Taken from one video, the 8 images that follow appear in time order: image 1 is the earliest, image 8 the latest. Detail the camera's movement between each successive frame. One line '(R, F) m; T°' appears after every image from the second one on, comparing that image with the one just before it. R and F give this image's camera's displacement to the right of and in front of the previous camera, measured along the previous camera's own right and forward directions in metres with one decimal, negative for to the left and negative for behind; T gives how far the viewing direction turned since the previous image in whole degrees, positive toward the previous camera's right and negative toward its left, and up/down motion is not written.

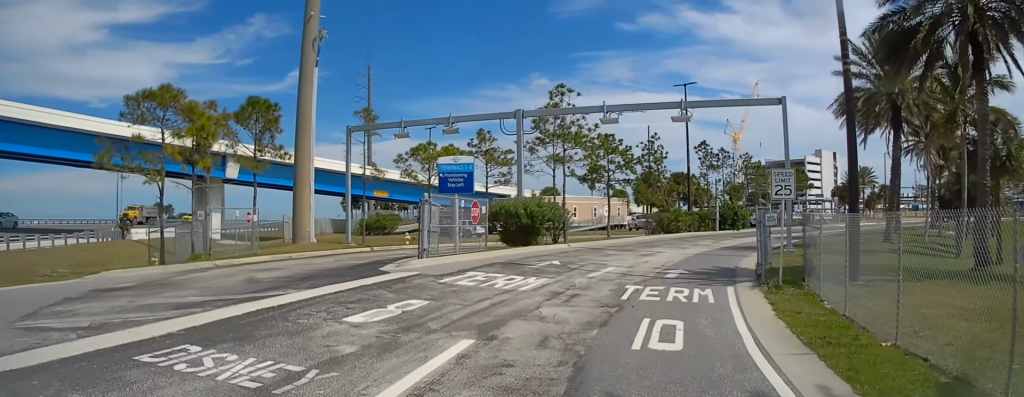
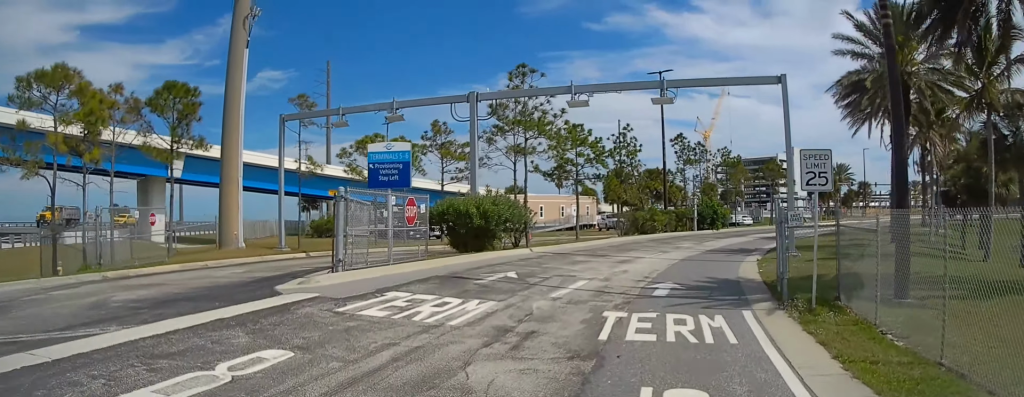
(+0.7, +3.6) m; +7°
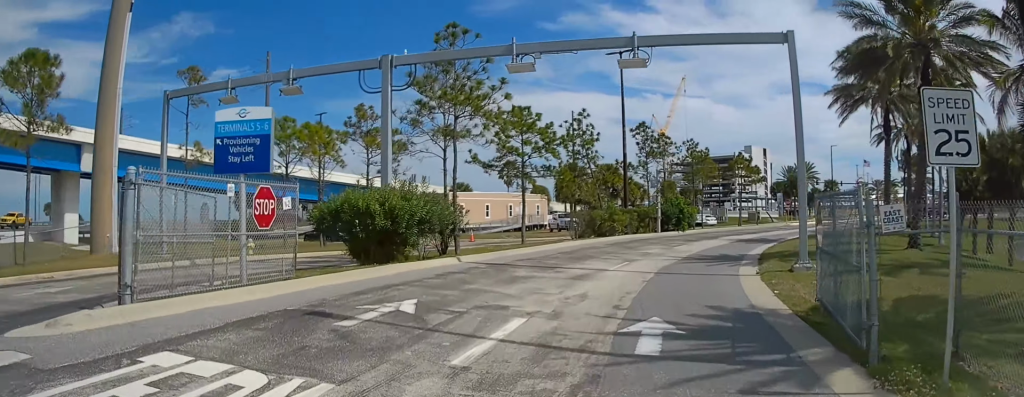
(+1.0, +5.3) m; +9°
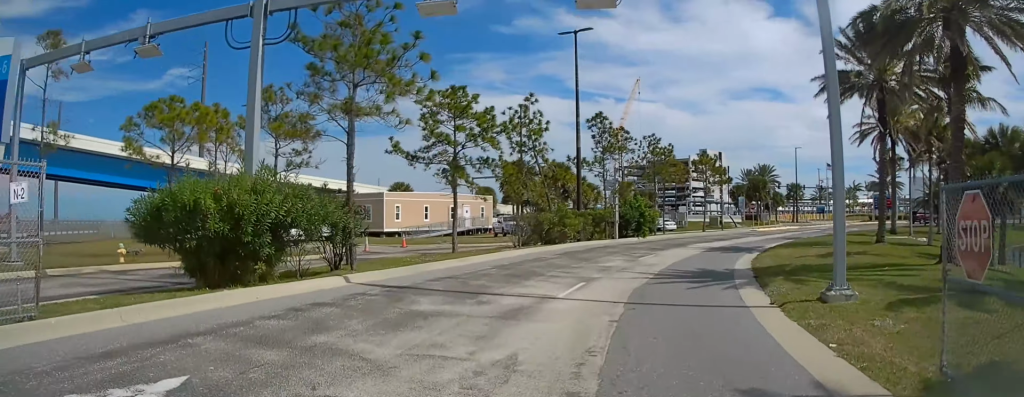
(+0.2, +5.3) m; +4°
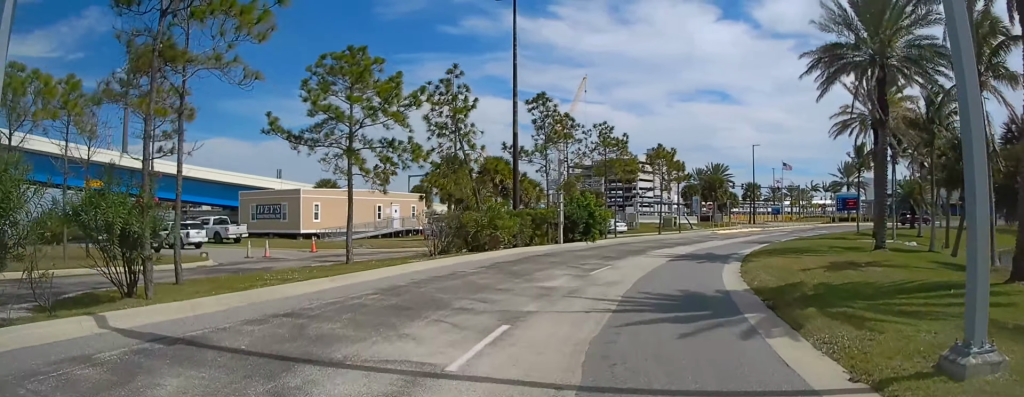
(-0.1, +6.0) m; +3°
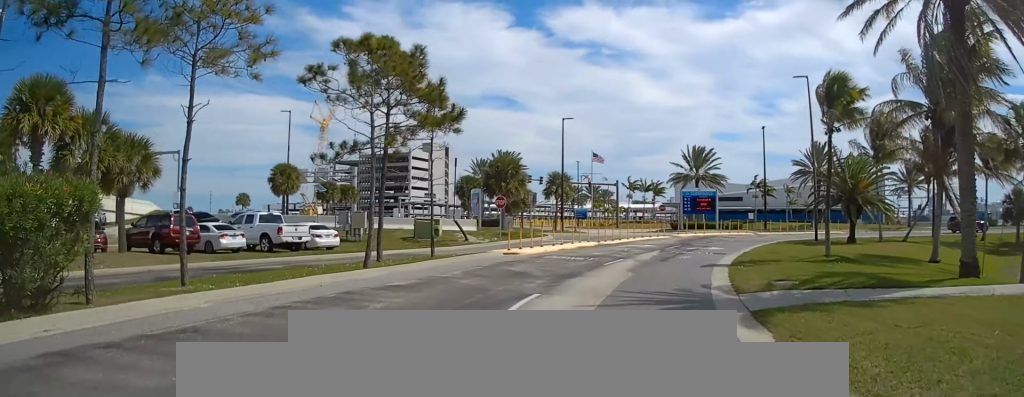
(+5.3, +29.5) m; +18°
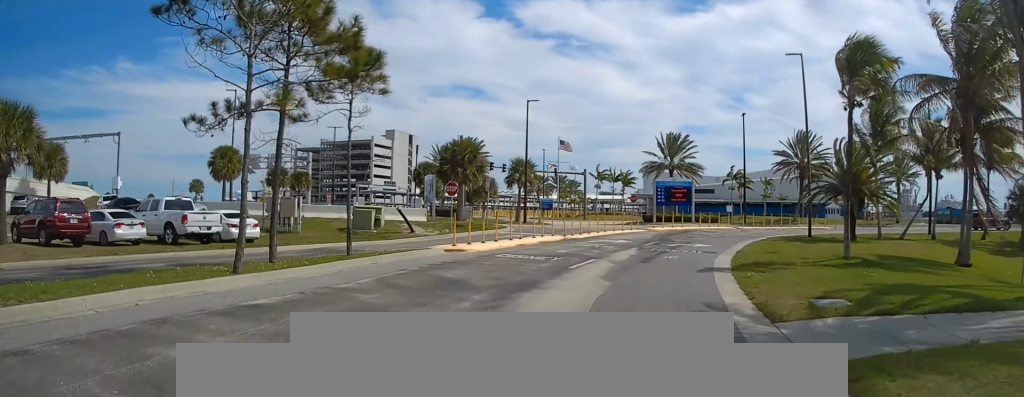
(-0.2, +4.9) m; +4°
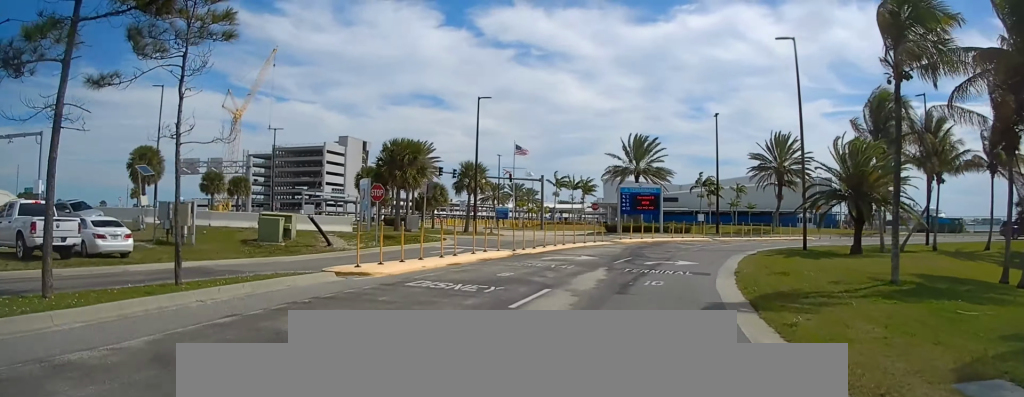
(+0.6, +5.8) m; +5°
